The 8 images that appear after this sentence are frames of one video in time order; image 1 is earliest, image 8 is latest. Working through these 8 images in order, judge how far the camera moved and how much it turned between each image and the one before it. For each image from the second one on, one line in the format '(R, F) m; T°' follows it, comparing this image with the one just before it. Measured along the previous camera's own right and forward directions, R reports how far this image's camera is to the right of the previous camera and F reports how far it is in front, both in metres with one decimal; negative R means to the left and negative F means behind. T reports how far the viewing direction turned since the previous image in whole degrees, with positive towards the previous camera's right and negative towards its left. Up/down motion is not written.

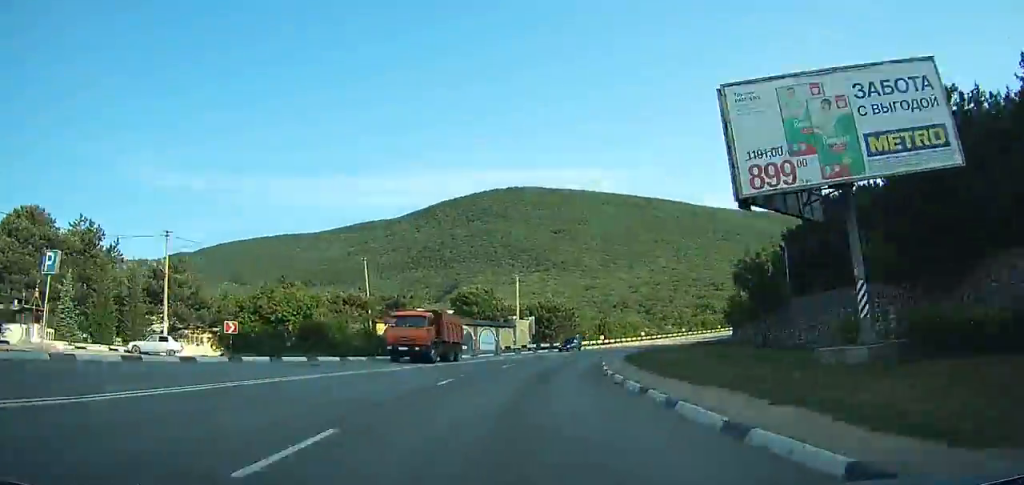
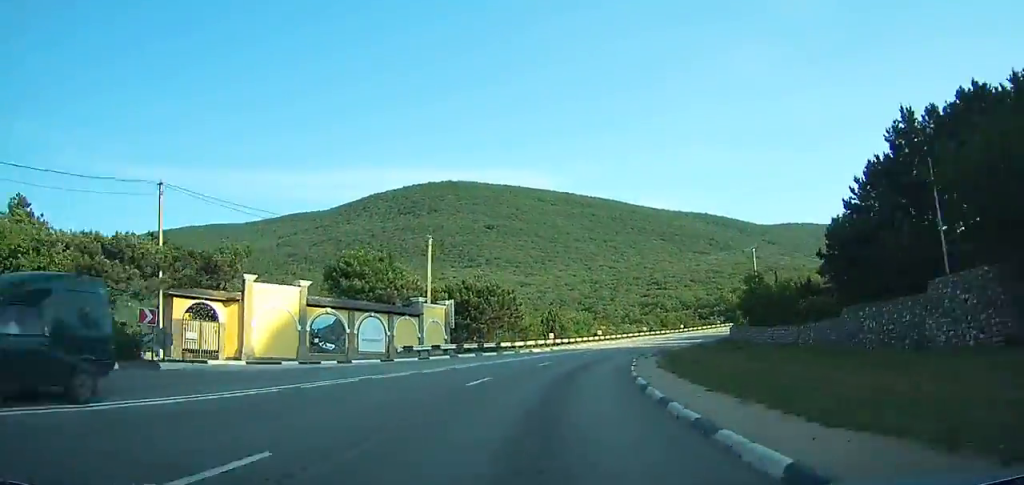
(+1.0, +25.3) m; +9°
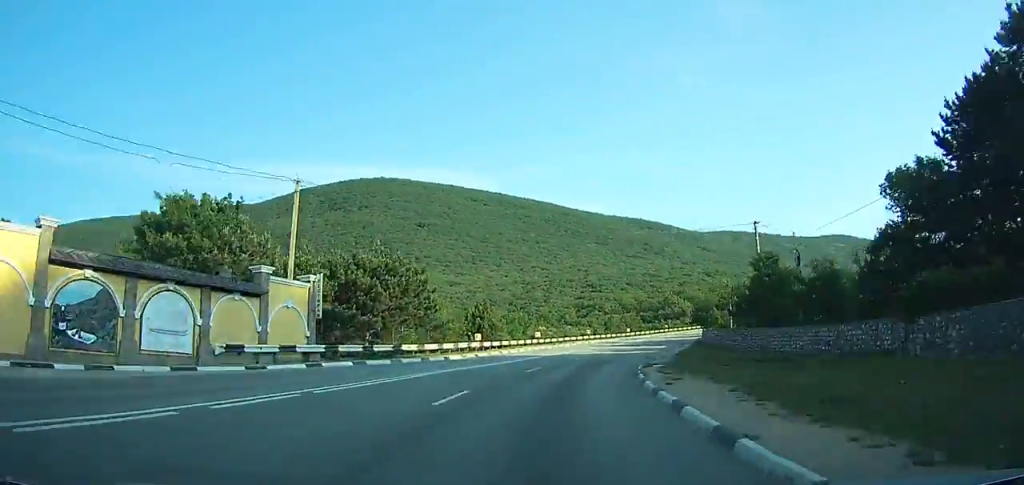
(+1.3, +16.3) m; +6°
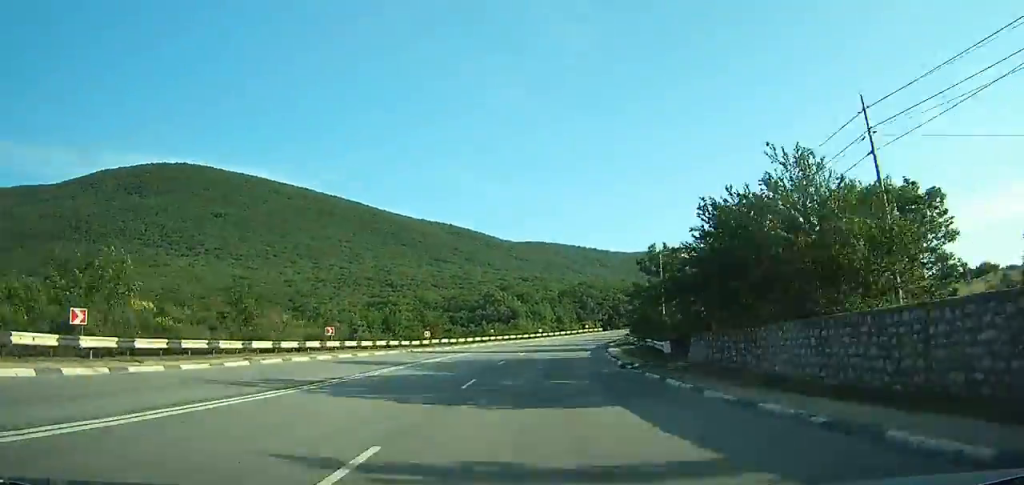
(+9.0, +52.2) m; +16°
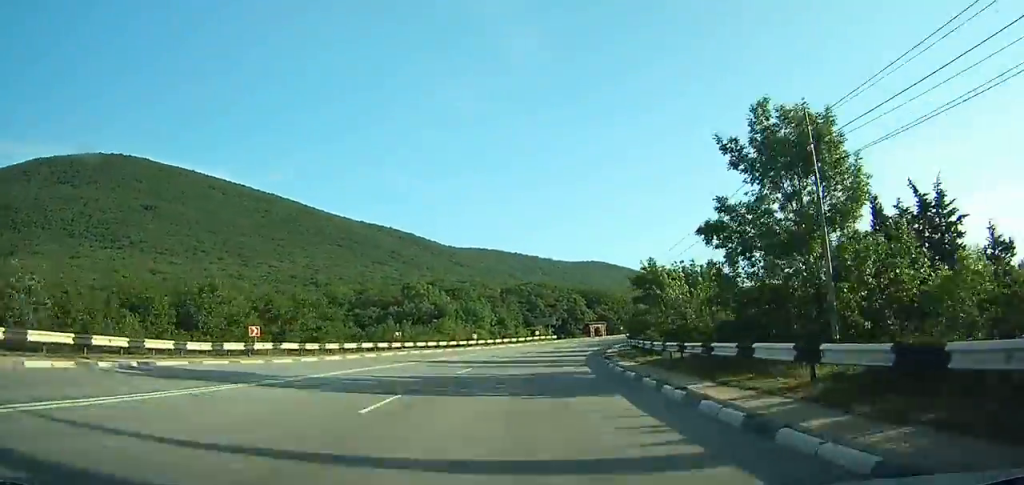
(+1.3, +28.8) m; +6°
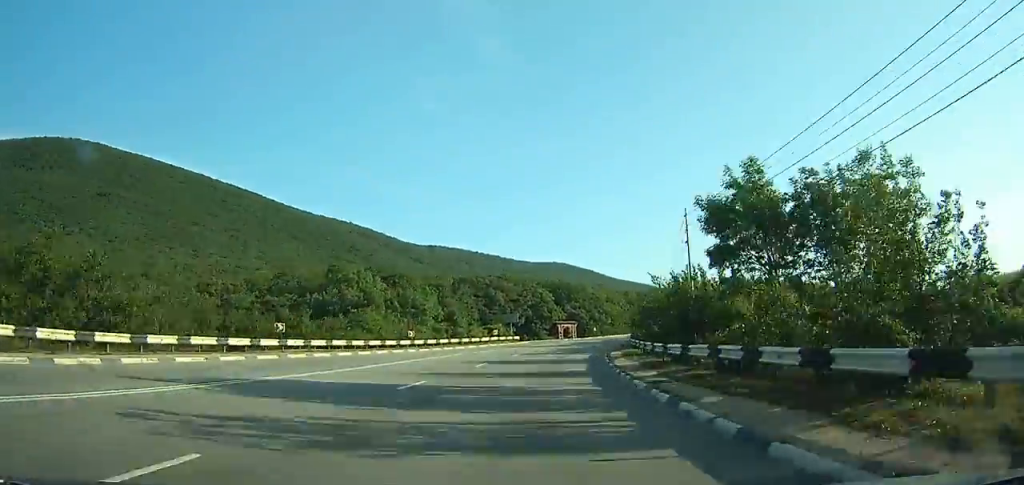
(+0.8, +19.8) m; +4°
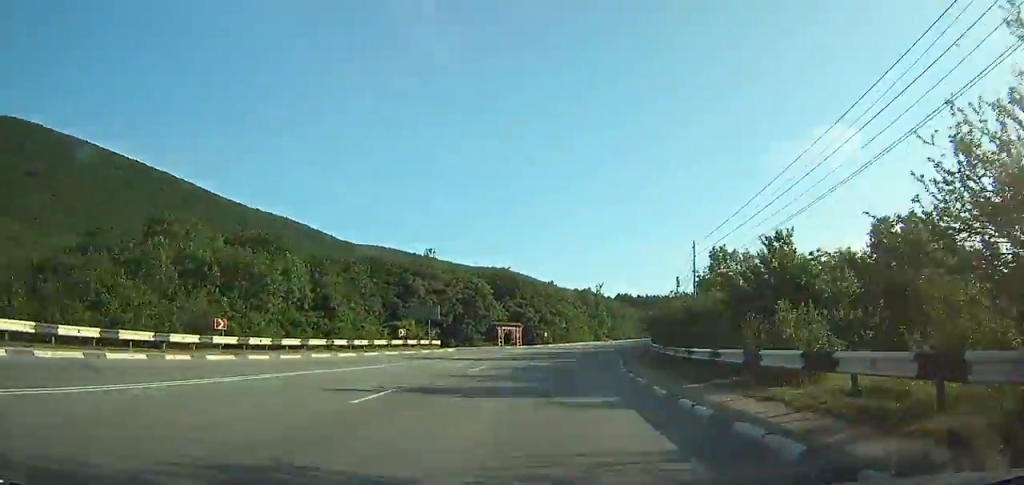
(+0.2, +28.0) m; +6°
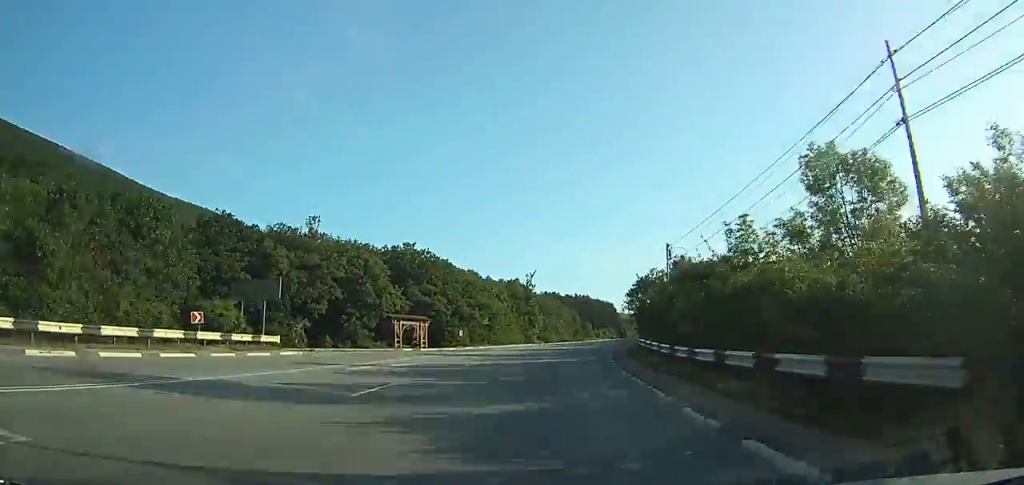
(+2.1, +23.2) m; +5°
